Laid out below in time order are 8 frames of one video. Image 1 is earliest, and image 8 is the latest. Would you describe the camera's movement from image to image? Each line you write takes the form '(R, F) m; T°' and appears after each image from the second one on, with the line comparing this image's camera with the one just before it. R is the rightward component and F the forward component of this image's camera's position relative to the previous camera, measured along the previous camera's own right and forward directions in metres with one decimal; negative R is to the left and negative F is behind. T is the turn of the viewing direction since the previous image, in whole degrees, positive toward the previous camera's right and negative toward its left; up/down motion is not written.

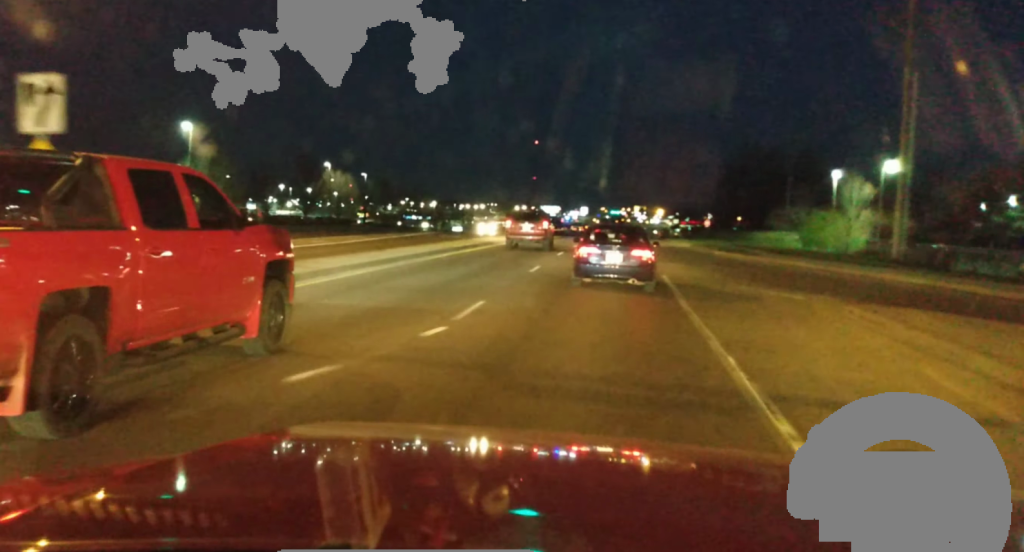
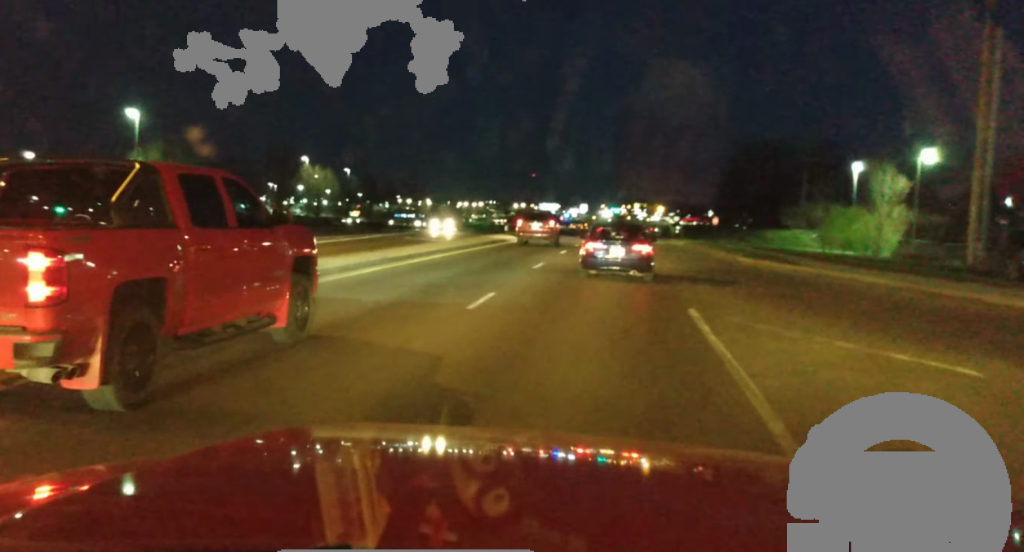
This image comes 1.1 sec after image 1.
(-0.2, +10.1) m; 0°
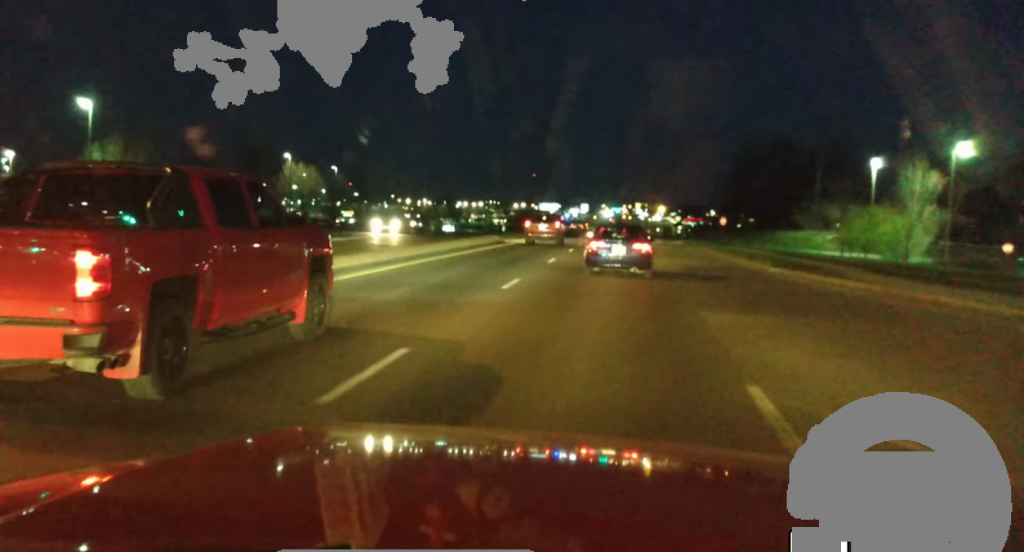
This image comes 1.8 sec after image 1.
(0.0, +7.2) m; +1°
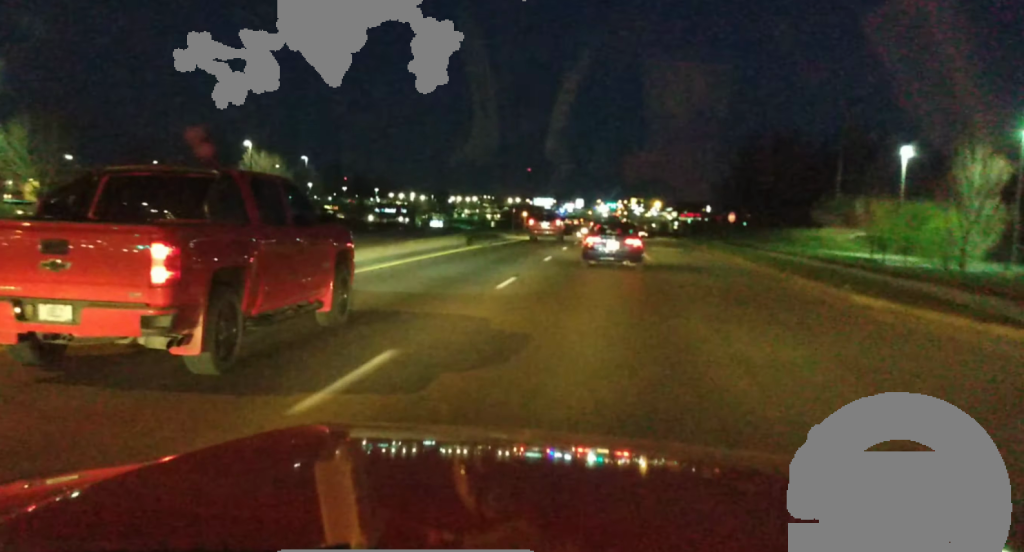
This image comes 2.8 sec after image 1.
(+0.3, +11.8) m; 0°
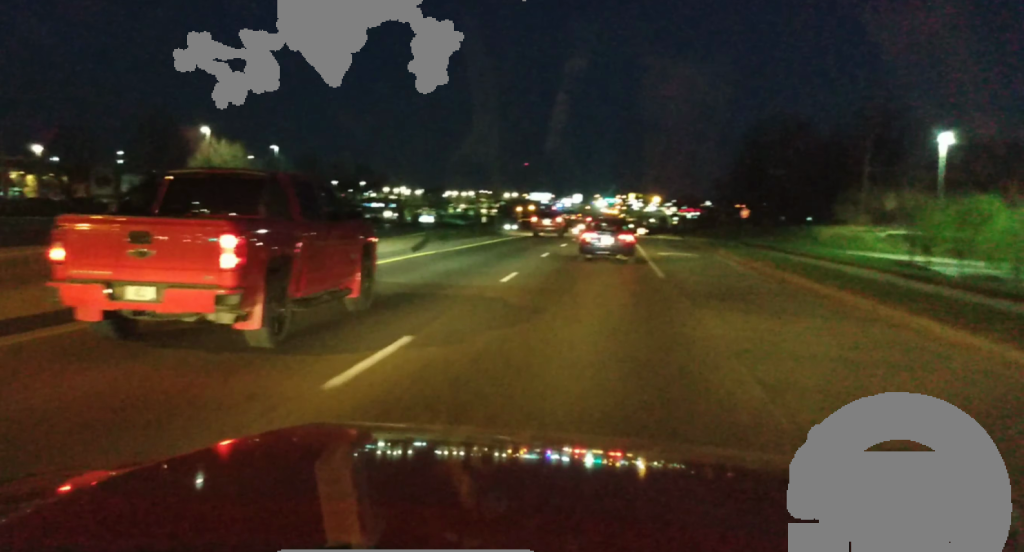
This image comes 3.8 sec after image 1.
(-0.2, +11.0) m; -2°
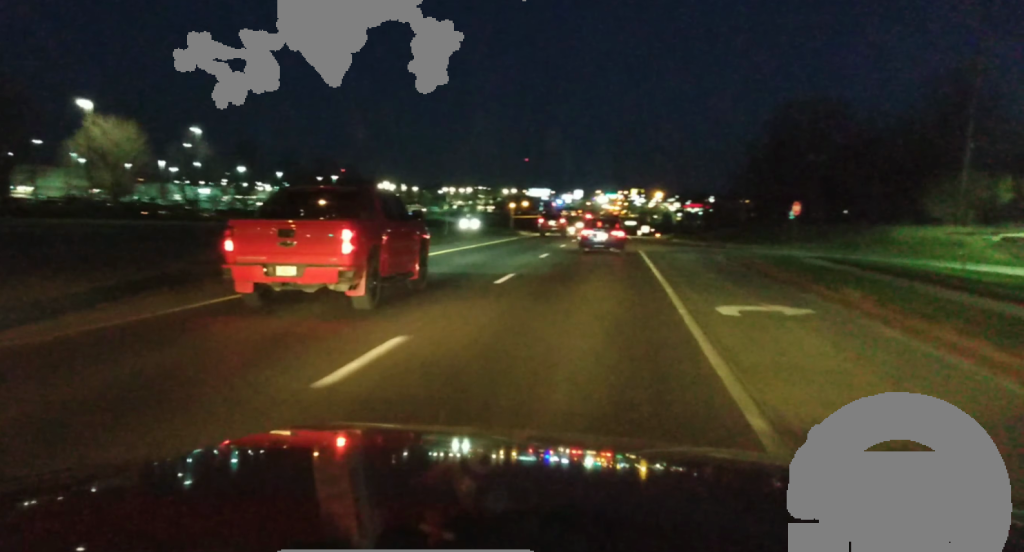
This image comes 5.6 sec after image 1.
(-0.7, +23.5) m; -2°
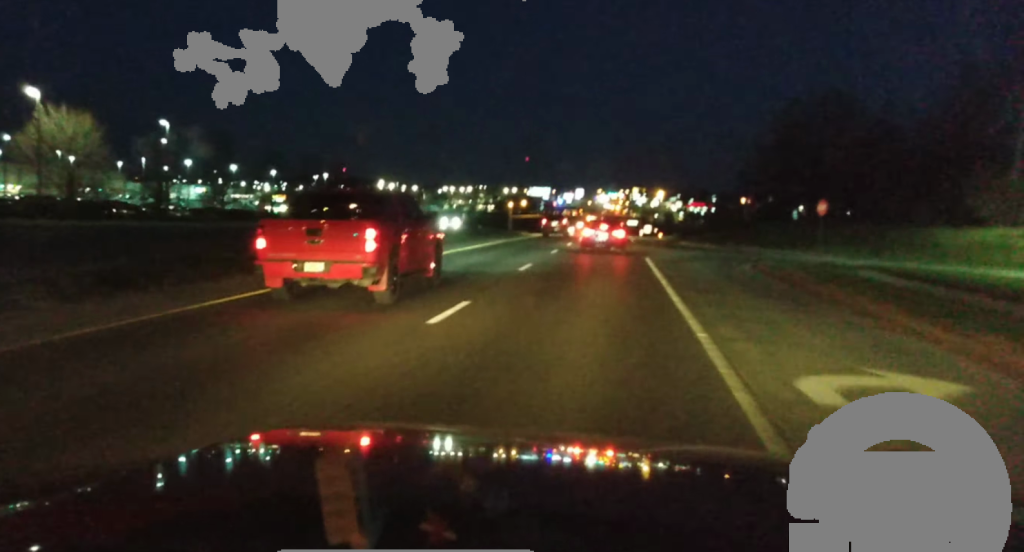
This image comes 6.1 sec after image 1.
(+0.1, +7.3) m; 0°
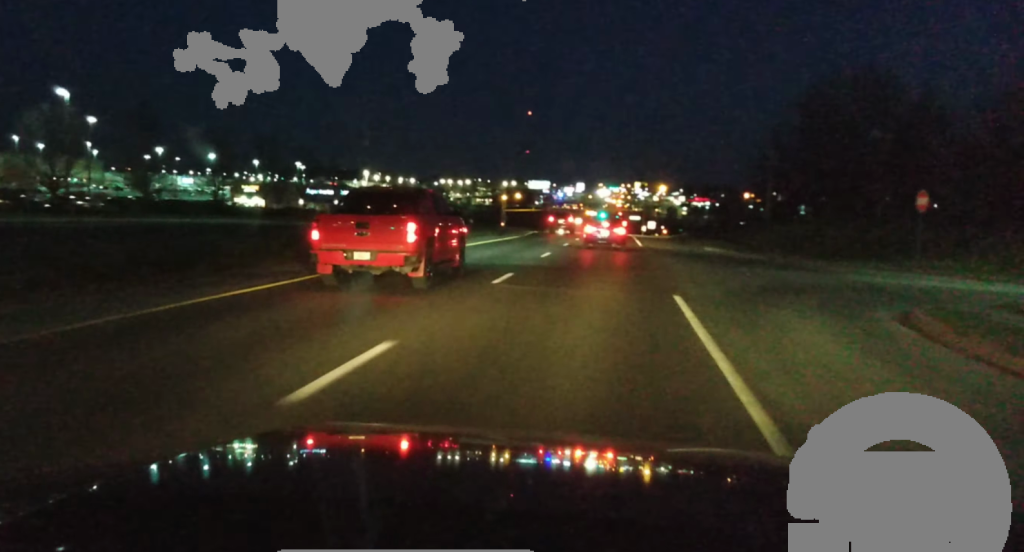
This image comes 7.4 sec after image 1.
(+0.1, +17.6) m; -1°
